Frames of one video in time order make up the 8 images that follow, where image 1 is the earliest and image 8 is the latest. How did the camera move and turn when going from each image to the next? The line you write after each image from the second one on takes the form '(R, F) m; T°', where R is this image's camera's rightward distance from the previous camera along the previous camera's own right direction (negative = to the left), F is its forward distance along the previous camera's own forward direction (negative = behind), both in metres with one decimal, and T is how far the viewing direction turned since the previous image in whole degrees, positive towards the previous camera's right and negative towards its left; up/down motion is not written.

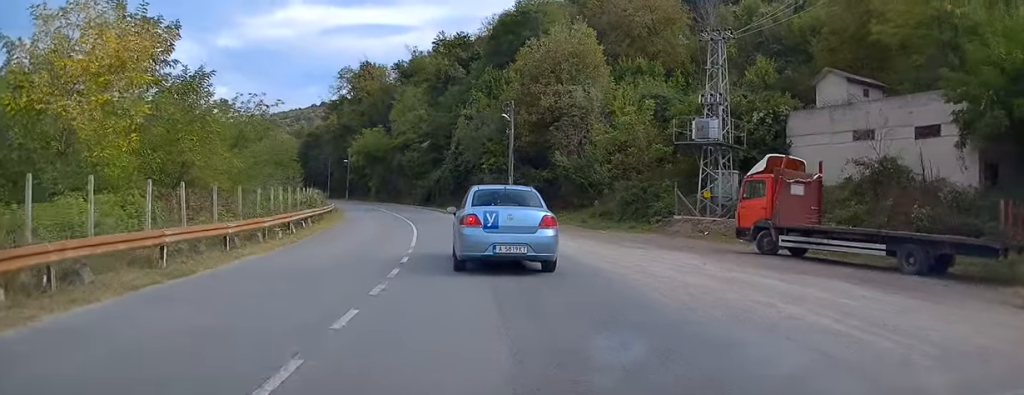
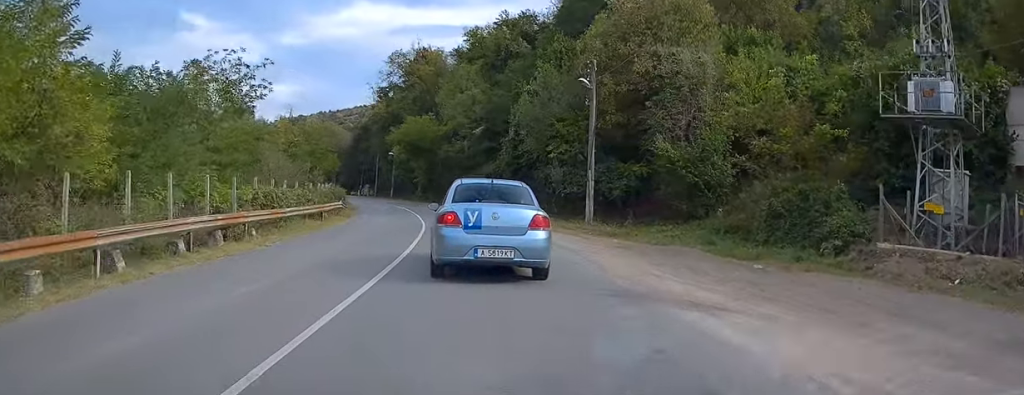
(-0.4, +14.4) m; -5°
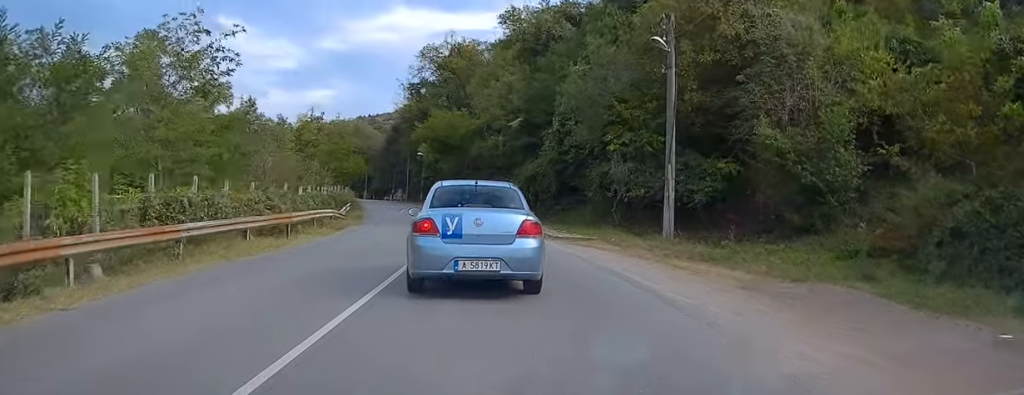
(-0.4, +8.9) m; -4°
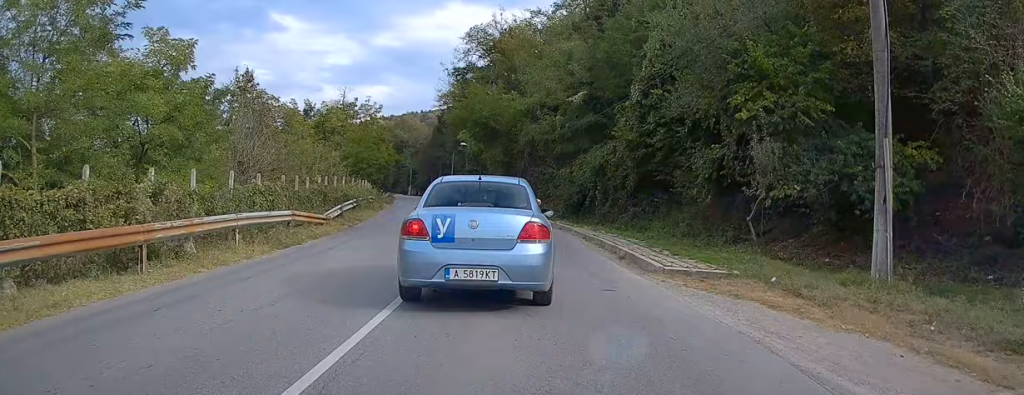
(-0.4, +10.7) m; -6°
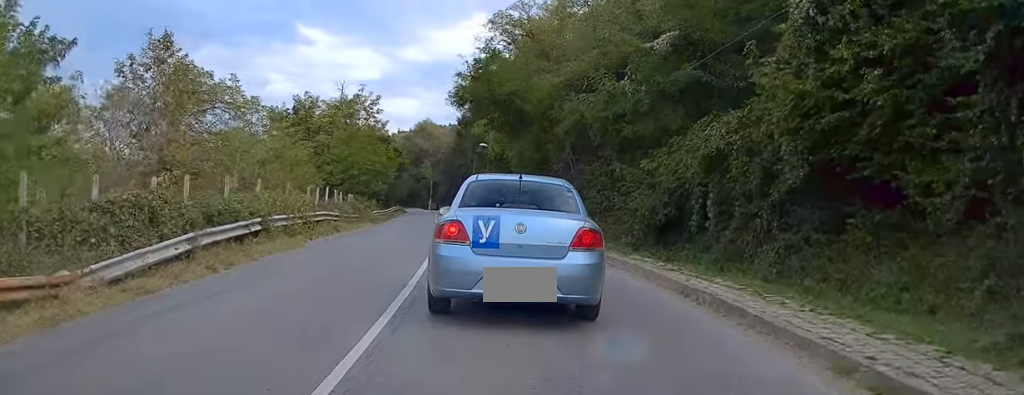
(-0.5, +14.6) m; -2°
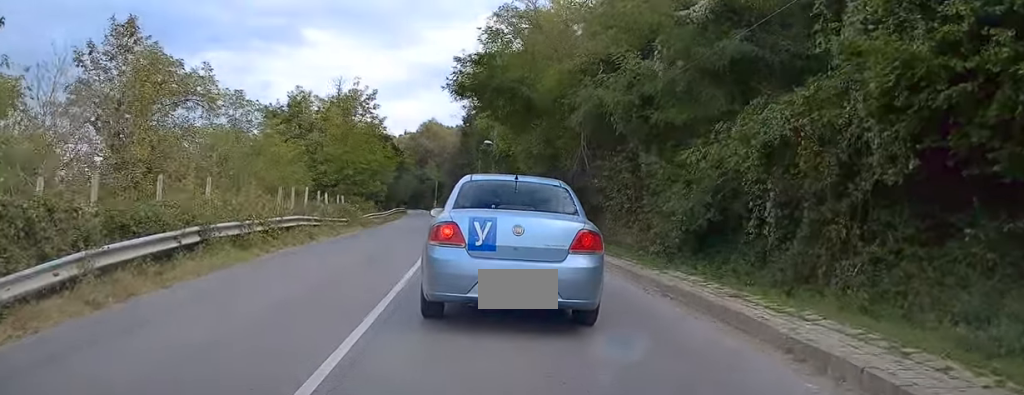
(+0.2, +3.8) m; 0°
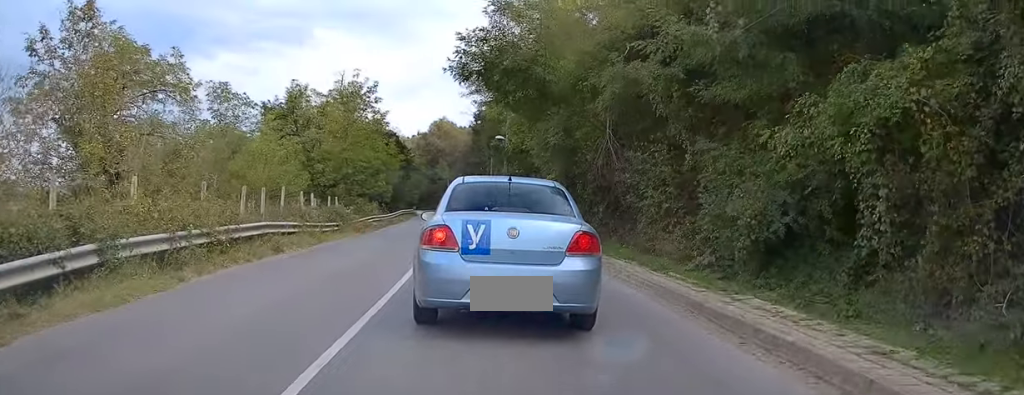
(-0.3, +3.8) m; -1°
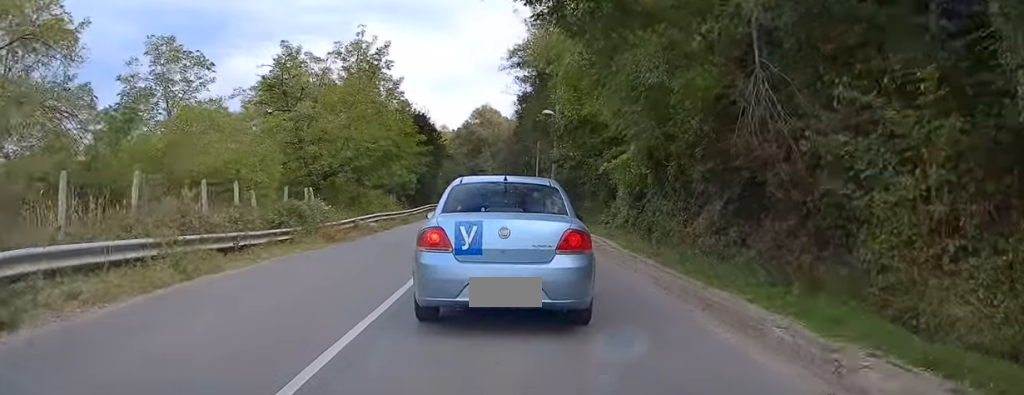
(0.0, +10.9) m; -4°
